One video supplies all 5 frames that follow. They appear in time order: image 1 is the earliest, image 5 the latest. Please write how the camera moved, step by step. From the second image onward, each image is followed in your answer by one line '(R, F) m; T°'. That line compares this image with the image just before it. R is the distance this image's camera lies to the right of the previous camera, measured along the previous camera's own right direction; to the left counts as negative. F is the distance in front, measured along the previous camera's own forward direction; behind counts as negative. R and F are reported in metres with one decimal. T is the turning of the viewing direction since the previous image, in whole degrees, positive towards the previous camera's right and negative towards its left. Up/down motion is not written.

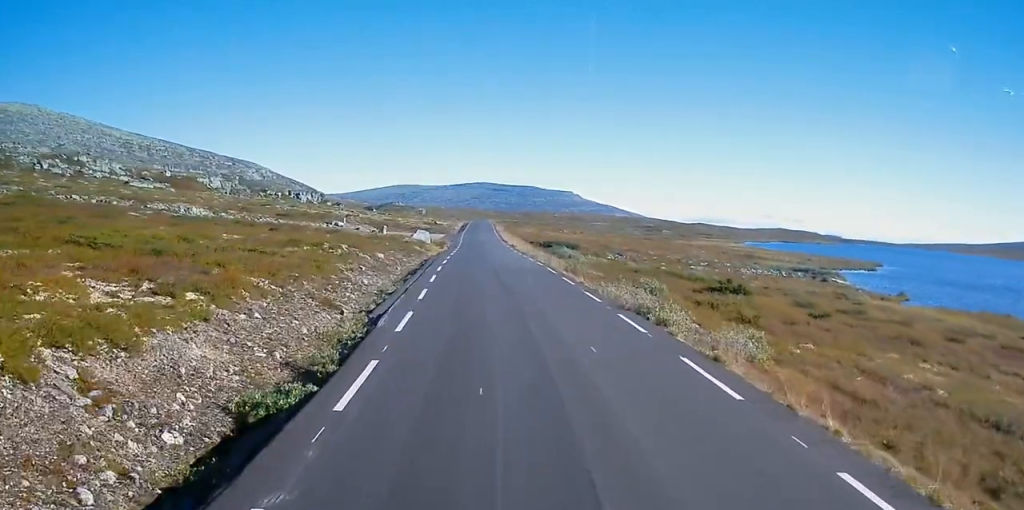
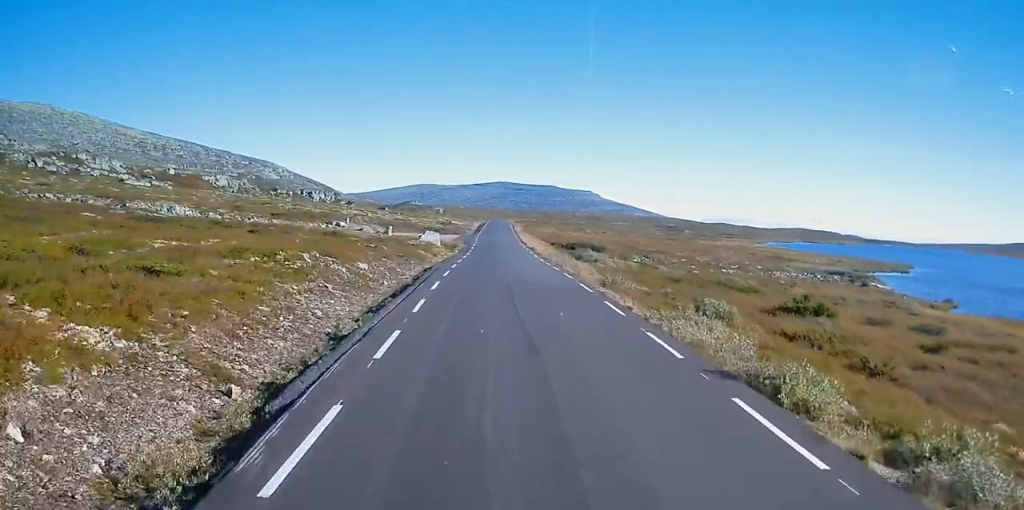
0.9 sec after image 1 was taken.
(-0.1, +8.9) m; -1°
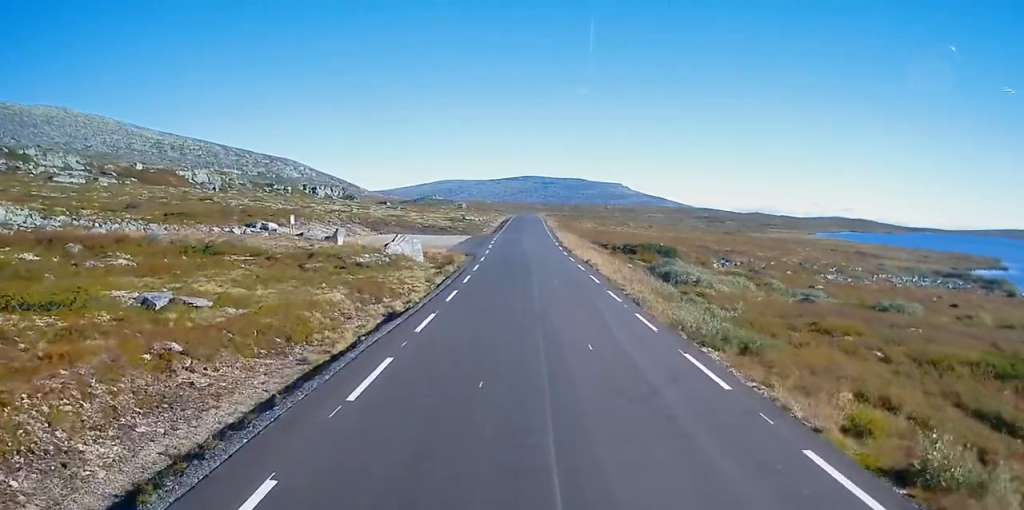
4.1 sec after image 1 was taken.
(-0.2, +32.9) m; 0°
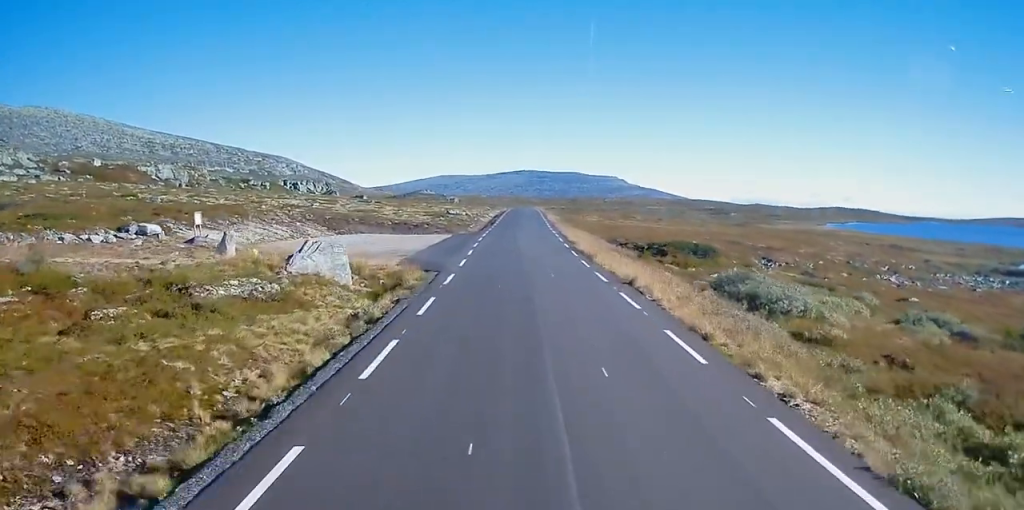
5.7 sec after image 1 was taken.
(-0.1, +17.3) m; -1°
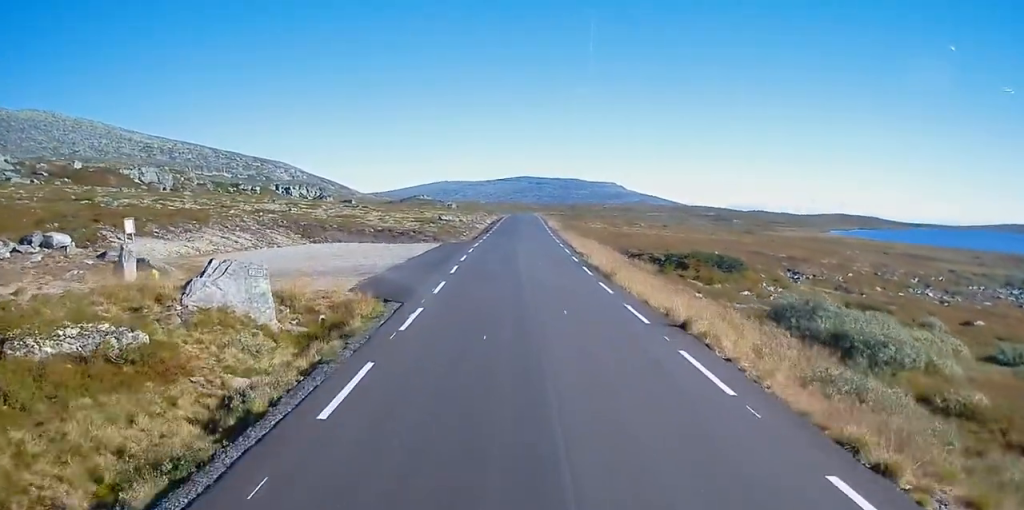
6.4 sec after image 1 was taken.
(-0.1, +8.1) m; 0°
